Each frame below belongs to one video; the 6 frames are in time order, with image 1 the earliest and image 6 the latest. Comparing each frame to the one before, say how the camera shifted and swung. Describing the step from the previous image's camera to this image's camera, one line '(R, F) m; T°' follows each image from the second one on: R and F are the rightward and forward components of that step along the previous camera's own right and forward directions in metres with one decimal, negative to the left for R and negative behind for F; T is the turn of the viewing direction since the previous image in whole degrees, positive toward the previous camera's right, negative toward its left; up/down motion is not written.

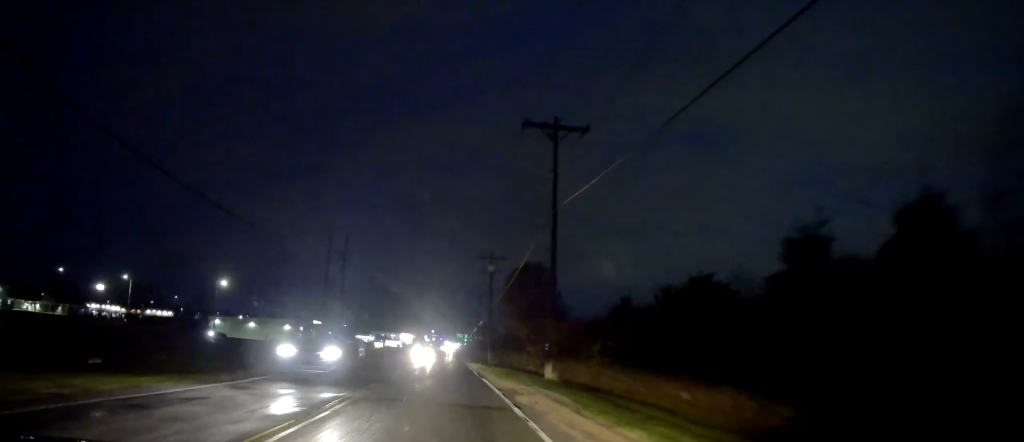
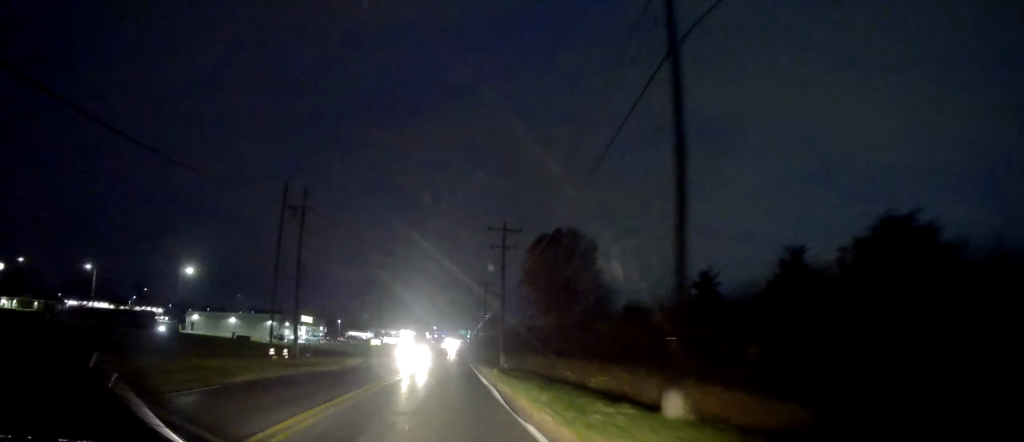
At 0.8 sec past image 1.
(-0.2, +14.4) m; 0°
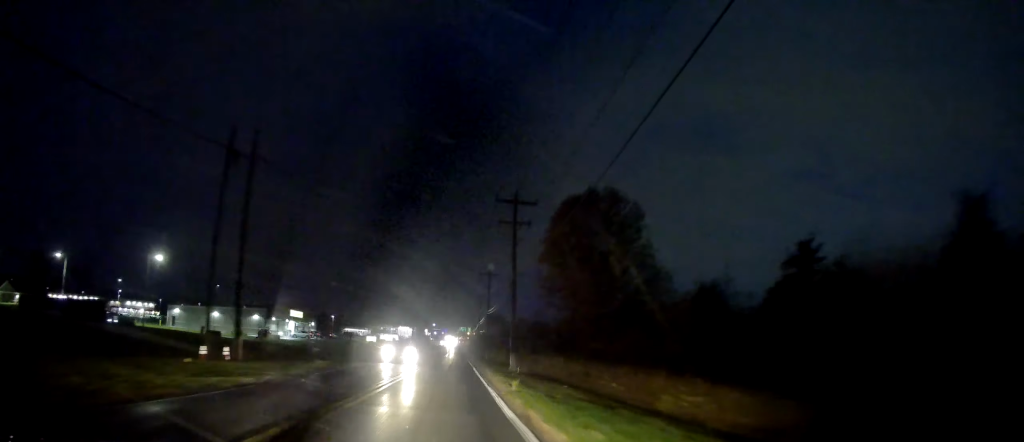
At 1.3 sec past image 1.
(-0.3, +9.6) m; 0°
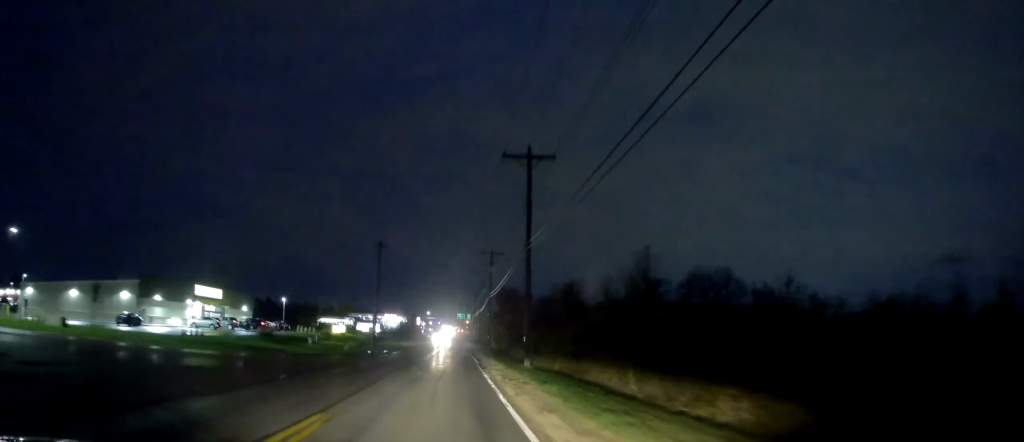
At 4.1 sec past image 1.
(+0.9, +48.6) m; 0°
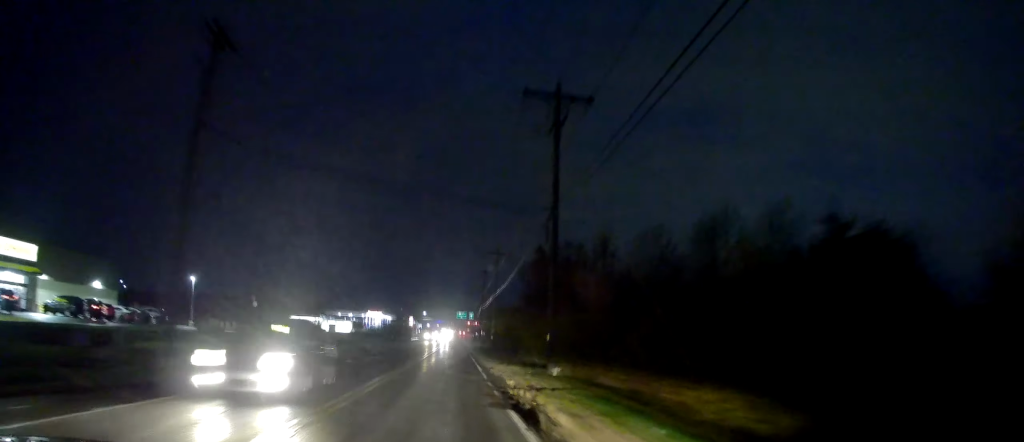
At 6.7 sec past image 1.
(-0.7, +46.2) m; 0°
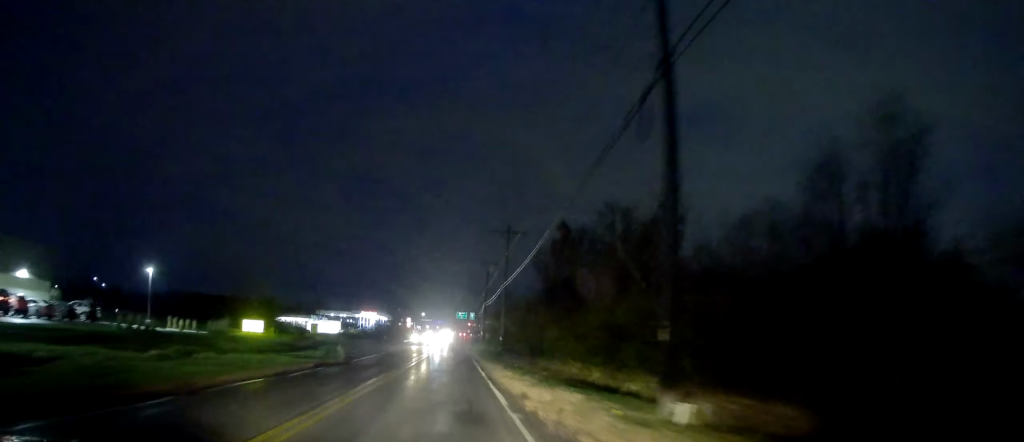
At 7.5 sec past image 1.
(+0.1, +13.5) m; 0°
